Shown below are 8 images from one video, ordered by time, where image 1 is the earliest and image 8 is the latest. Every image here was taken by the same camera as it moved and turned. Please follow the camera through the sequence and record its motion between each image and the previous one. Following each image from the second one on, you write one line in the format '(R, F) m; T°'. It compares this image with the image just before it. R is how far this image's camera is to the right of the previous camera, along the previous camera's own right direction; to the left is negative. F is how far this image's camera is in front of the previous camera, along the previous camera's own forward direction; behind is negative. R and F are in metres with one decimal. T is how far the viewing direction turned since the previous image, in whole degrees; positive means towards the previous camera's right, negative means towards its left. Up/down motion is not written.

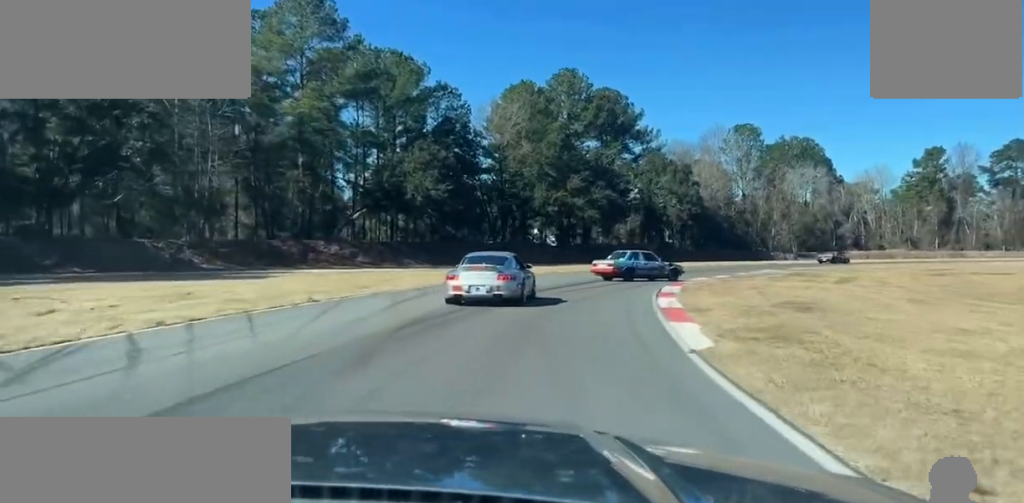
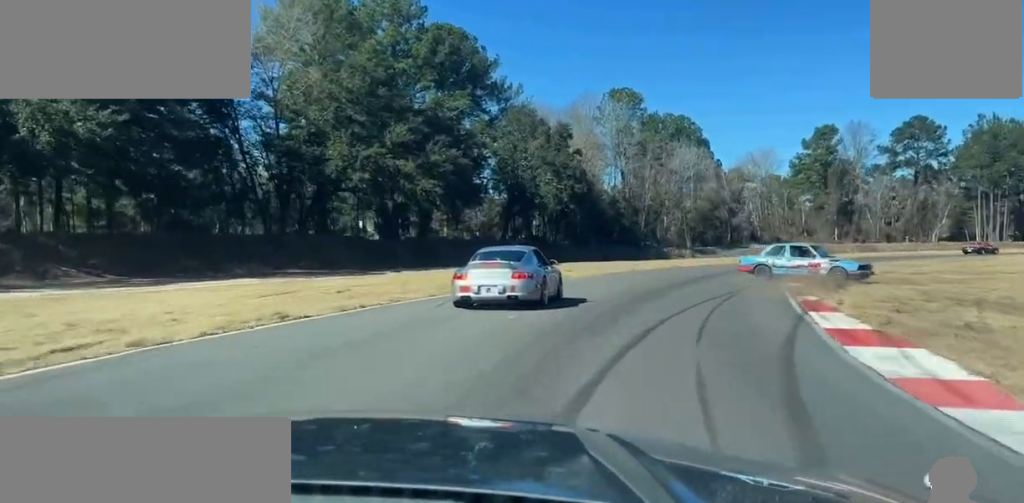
(+3.3, +29.8) m; +10°
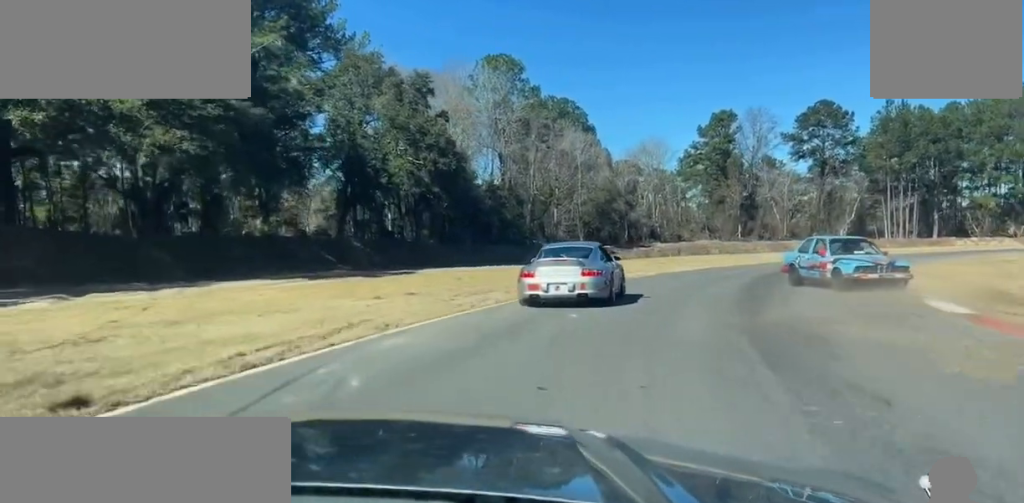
(+1.2, +18.3) m; +12°
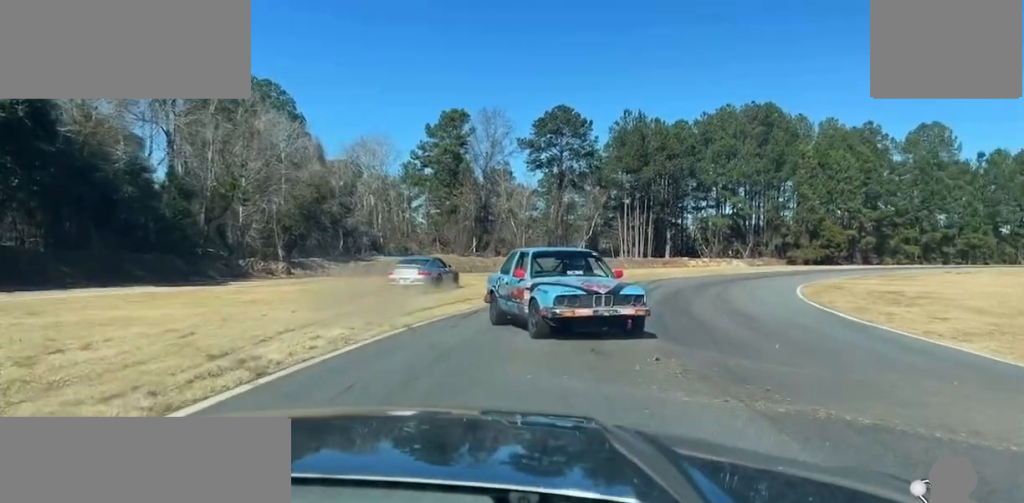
(+4.5, +16.7) m; +27°
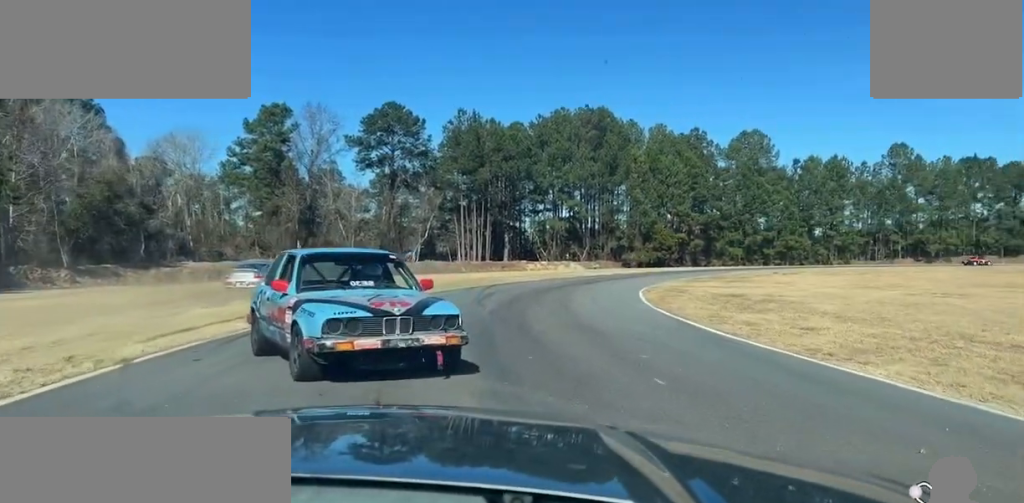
(+0.1, +3.5) m; -2°
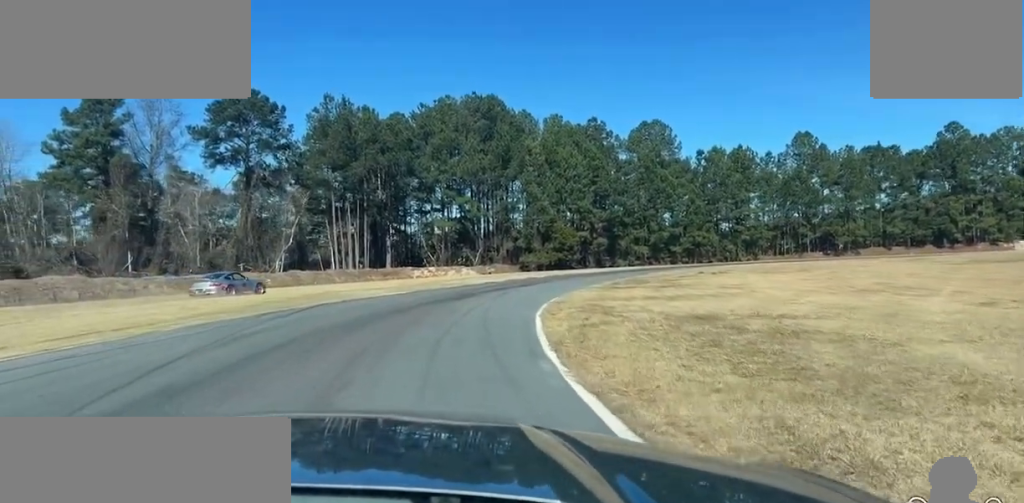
(-0.7, +13.2) m; -5°
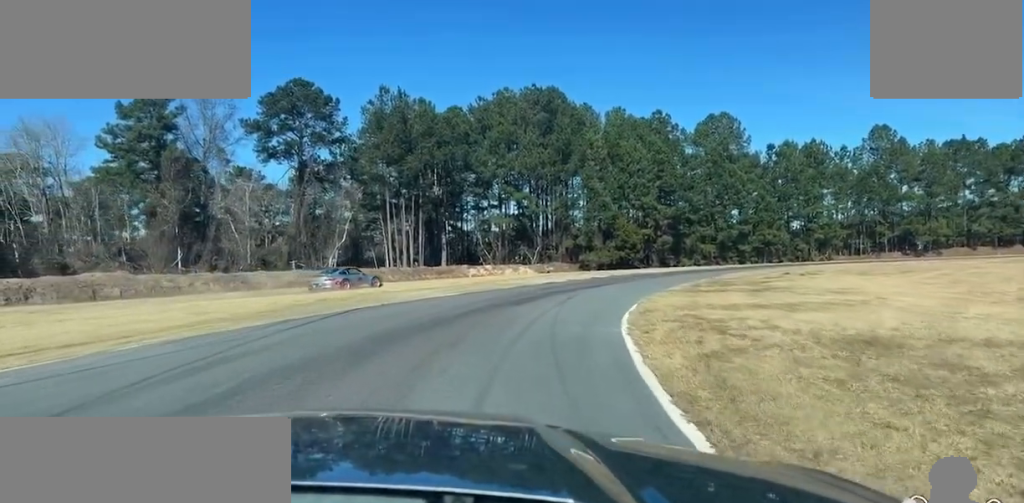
(0.0, +5.0) m; +1°
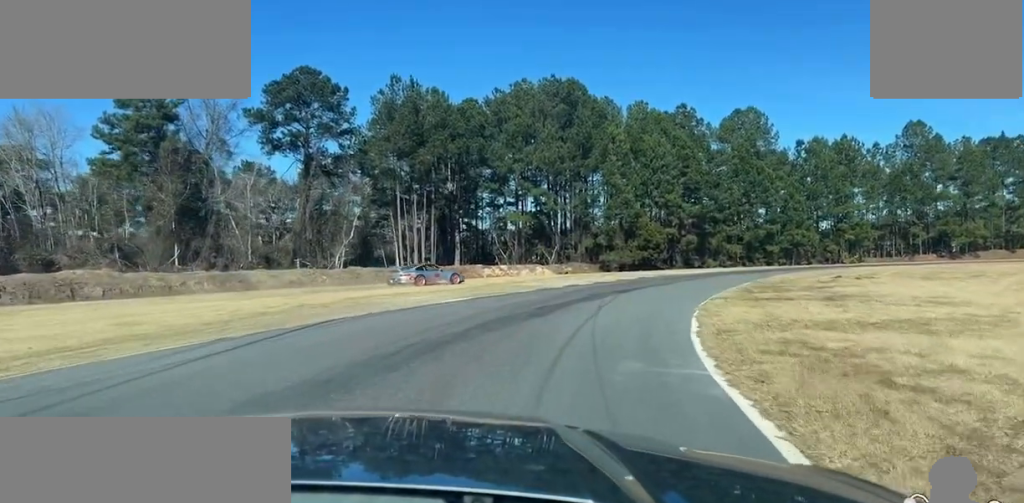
(-0.1, +5.4) m; +3°
